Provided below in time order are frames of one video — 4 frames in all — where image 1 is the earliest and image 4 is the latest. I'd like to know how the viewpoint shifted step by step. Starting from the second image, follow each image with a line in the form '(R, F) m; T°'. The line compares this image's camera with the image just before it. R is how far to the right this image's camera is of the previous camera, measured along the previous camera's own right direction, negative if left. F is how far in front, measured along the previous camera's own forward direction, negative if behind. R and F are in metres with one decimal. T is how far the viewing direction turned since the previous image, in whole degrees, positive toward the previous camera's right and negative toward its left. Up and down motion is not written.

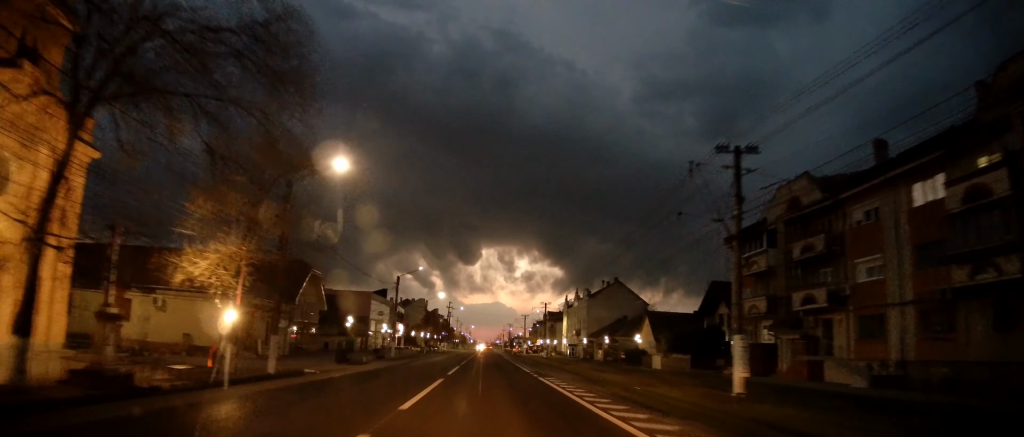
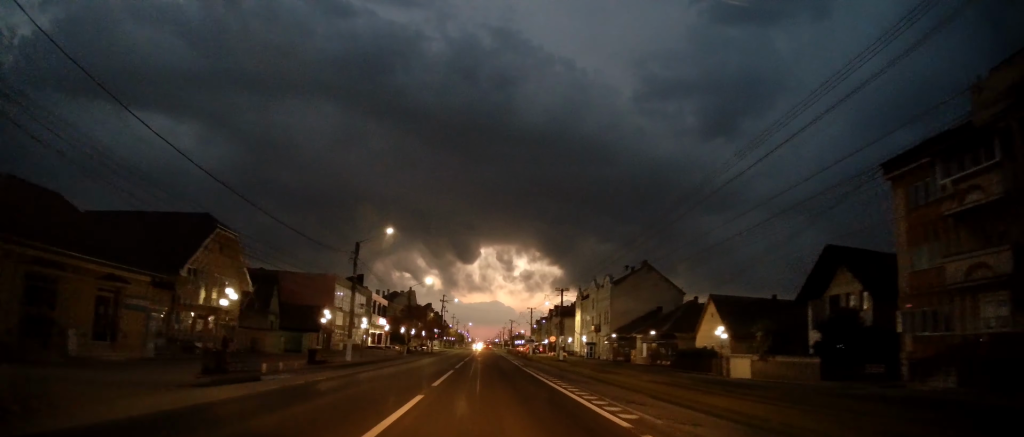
(-0.5, +18.8) m; 0°
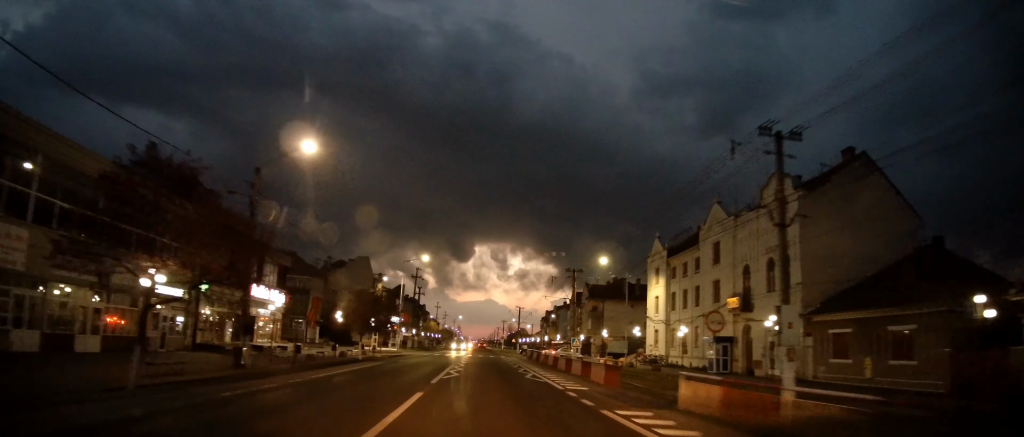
(+0.3, +49.5) m; 0°
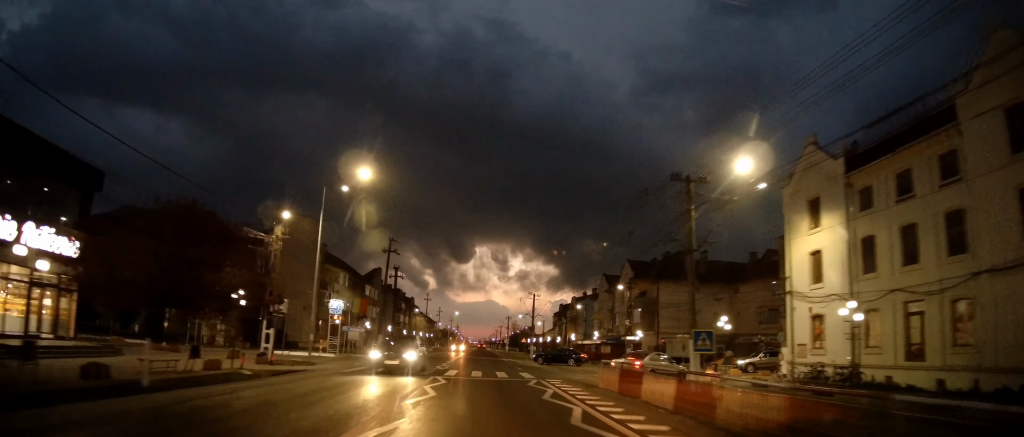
(+0.3, +27.8) m; +1°
